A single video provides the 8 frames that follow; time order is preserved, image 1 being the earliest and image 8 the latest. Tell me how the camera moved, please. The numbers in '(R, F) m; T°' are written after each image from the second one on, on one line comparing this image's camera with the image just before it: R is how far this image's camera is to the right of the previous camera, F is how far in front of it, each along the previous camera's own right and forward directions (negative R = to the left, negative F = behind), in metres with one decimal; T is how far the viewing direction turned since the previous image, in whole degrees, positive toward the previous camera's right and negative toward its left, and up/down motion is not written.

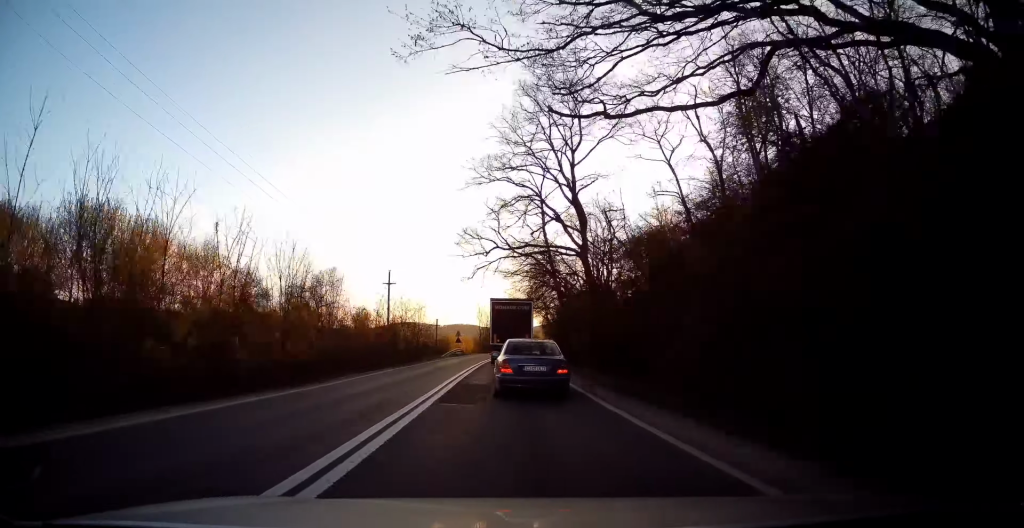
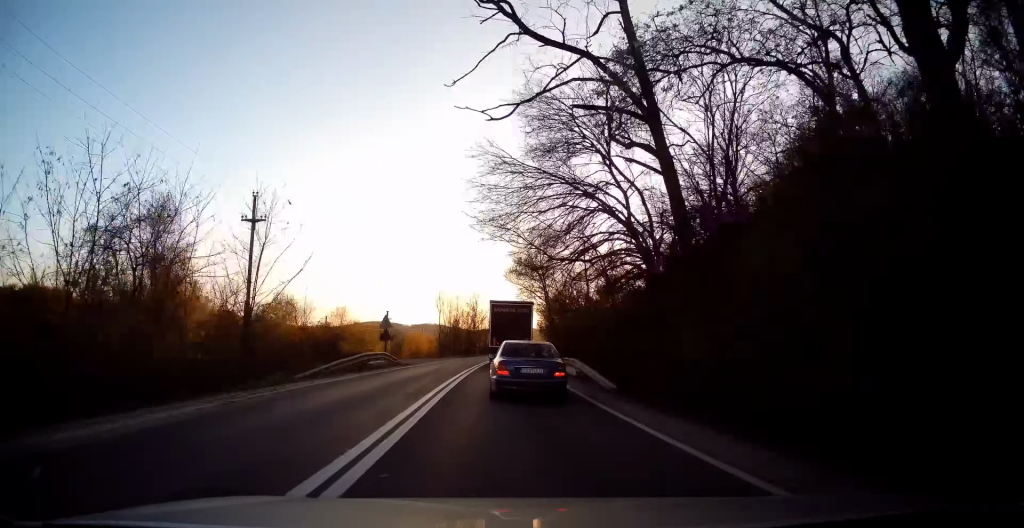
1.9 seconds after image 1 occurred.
(-0.1, +31.7) m; 0°
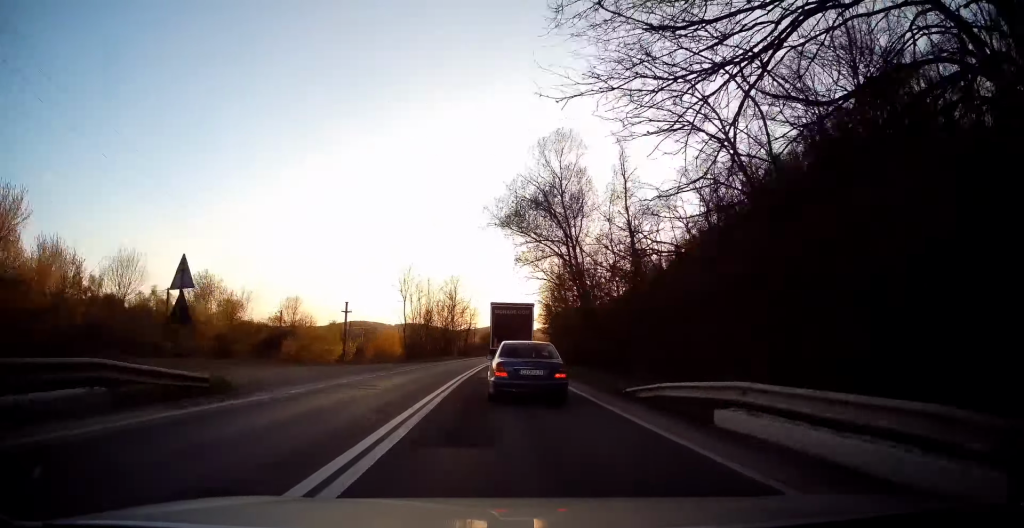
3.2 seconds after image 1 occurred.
(+0.5, +21.6) m; +2°
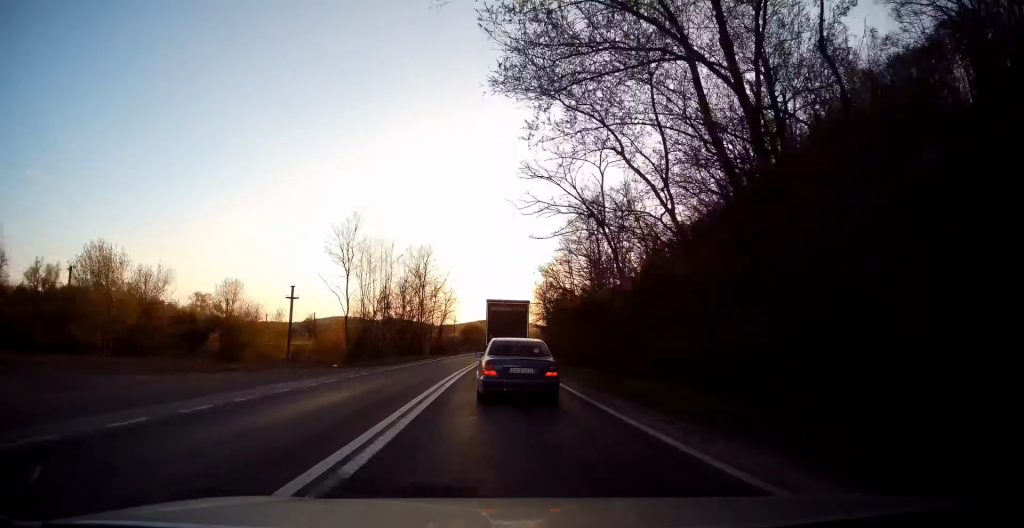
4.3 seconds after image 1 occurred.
(+0.4, +18.1) m; +3°
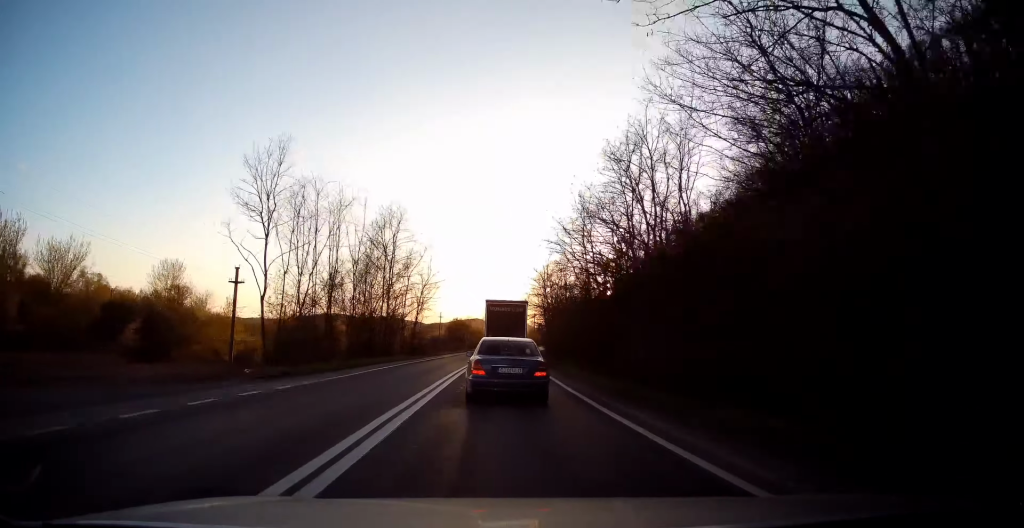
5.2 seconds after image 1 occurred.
(+0.4, +14.2) m; +1°
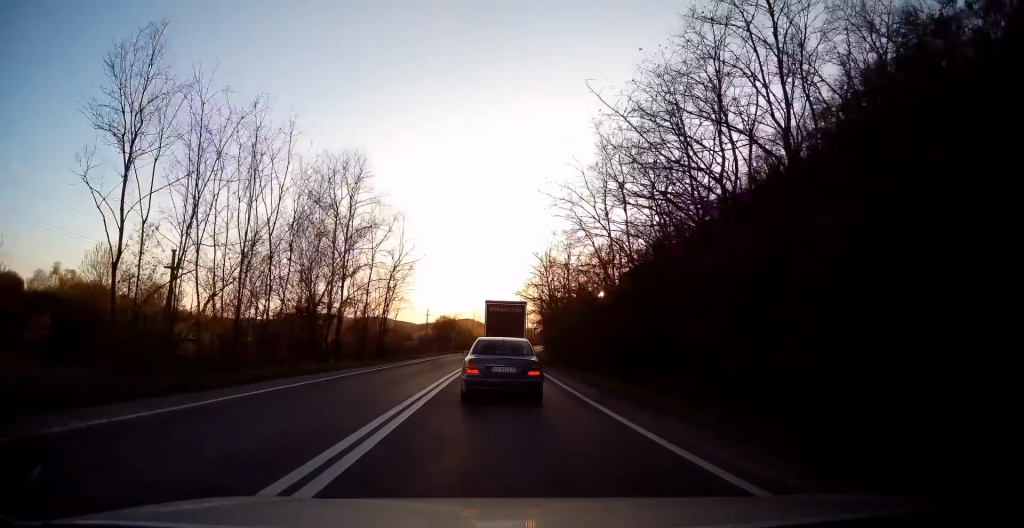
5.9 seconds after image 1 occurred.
(+0.2, +11.4) m; 0°
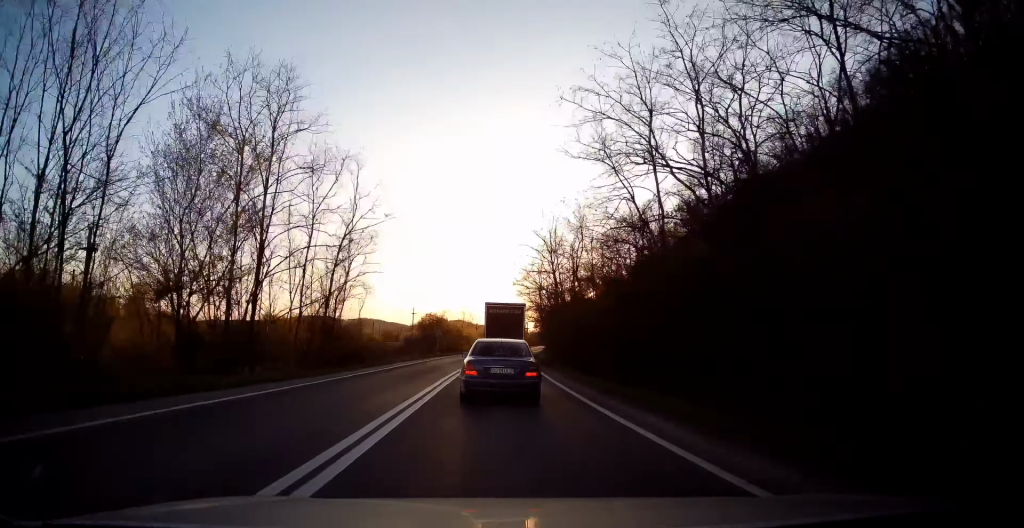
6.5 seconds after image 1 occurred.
(-0.4, +10.9) m; 0°
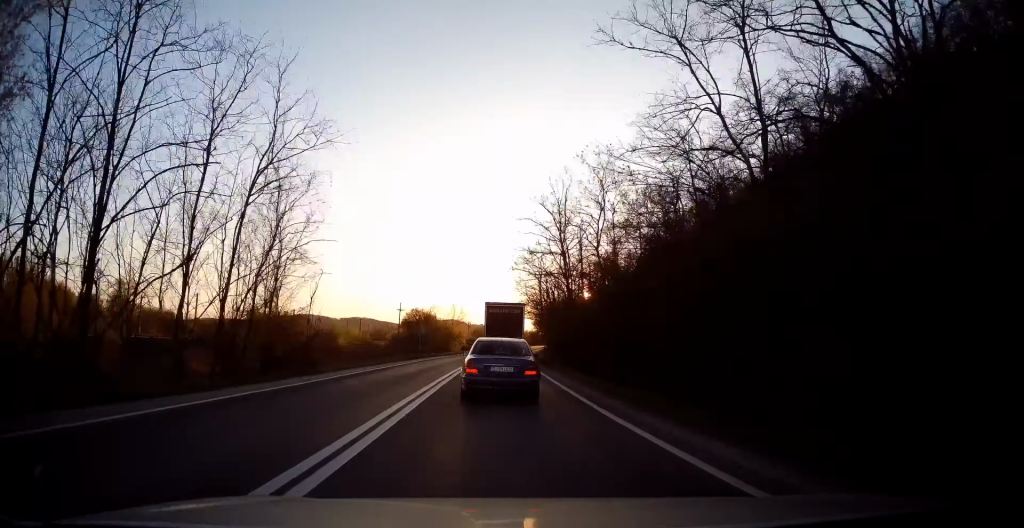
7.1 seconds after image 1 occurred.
(+0.2, +9.3) m; +1°
